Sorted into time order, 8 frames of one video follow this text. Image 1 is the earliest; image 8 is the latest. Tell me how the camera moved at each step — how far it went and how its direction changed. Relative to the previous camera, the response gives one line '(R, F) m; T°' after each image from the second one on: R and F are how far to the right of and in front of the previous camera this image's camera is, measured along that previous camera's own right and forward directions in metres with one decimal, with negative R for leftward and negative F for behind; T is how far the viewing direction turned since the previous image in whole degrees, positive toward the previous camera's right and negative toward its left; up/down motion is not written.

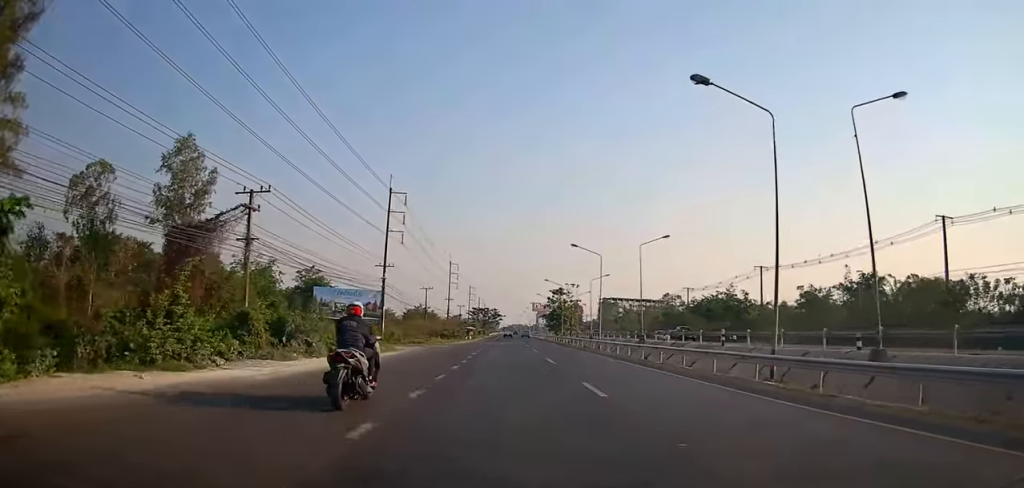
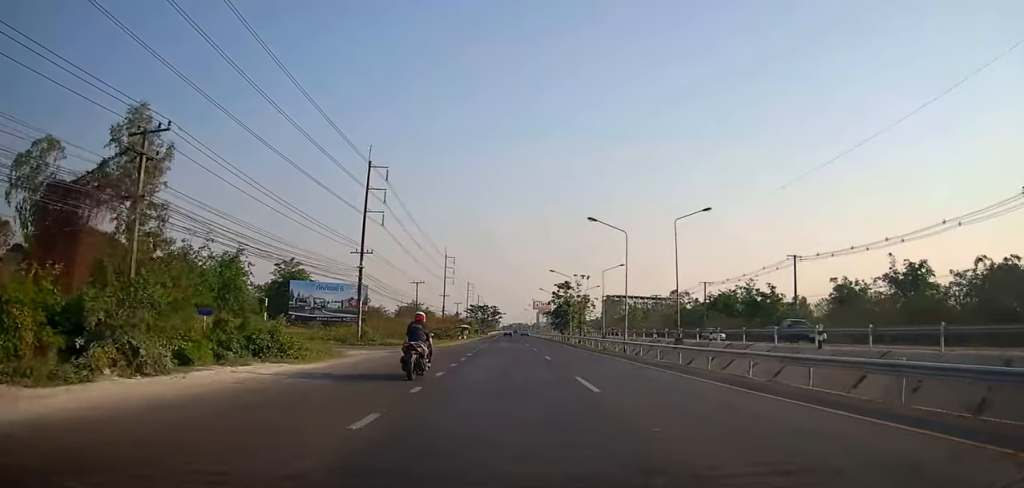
(0.0, +11.5) m; -2°
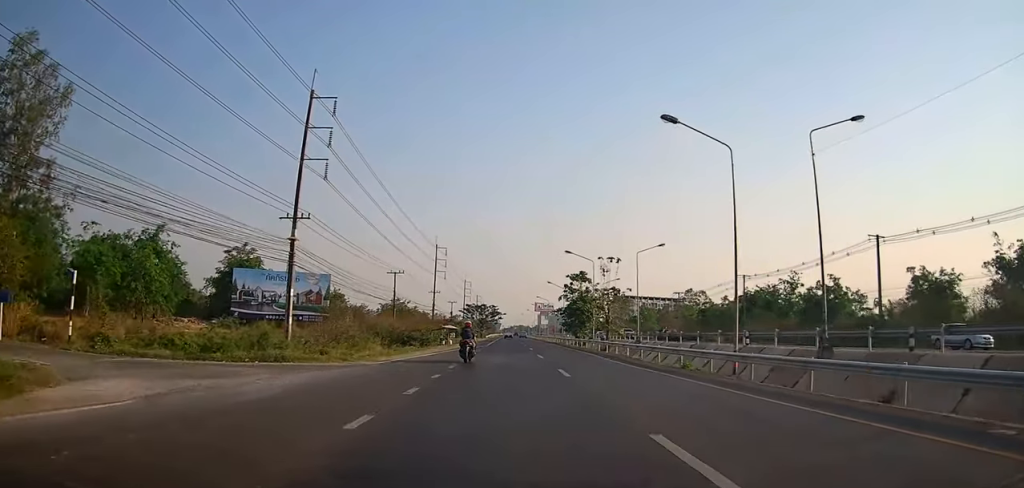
(-0.7, +20.2) m; -1°
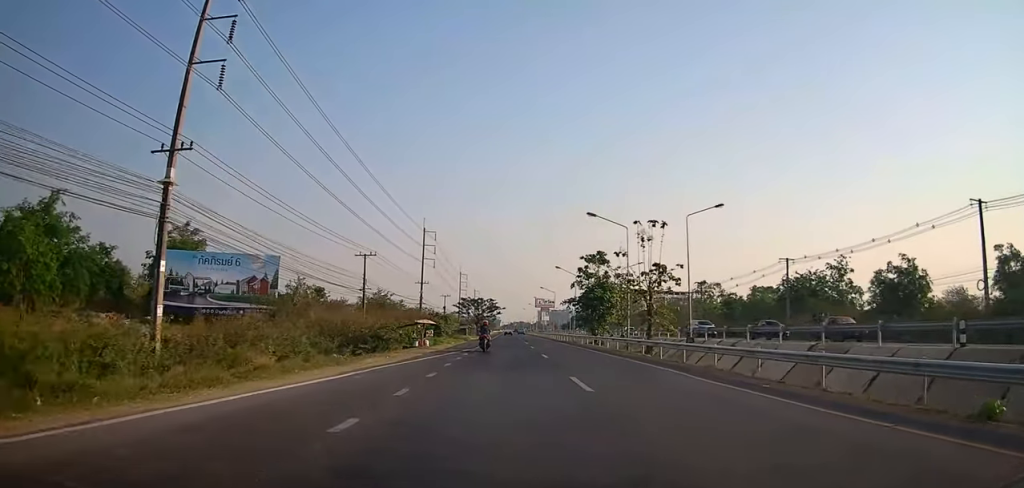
(+0.3, +16.8) m; +2°
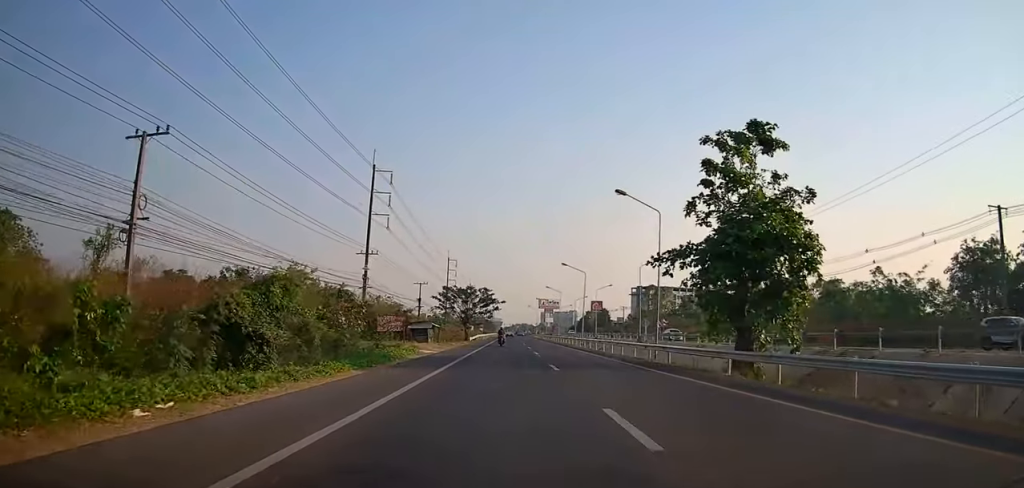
(+0.7, +41.9) m; +1°
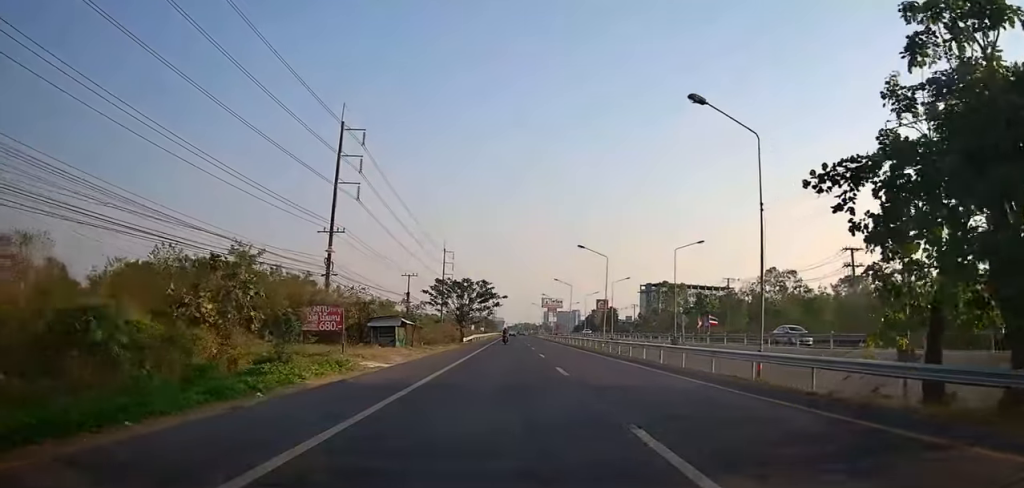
(0.0, +13.9) m; -2°
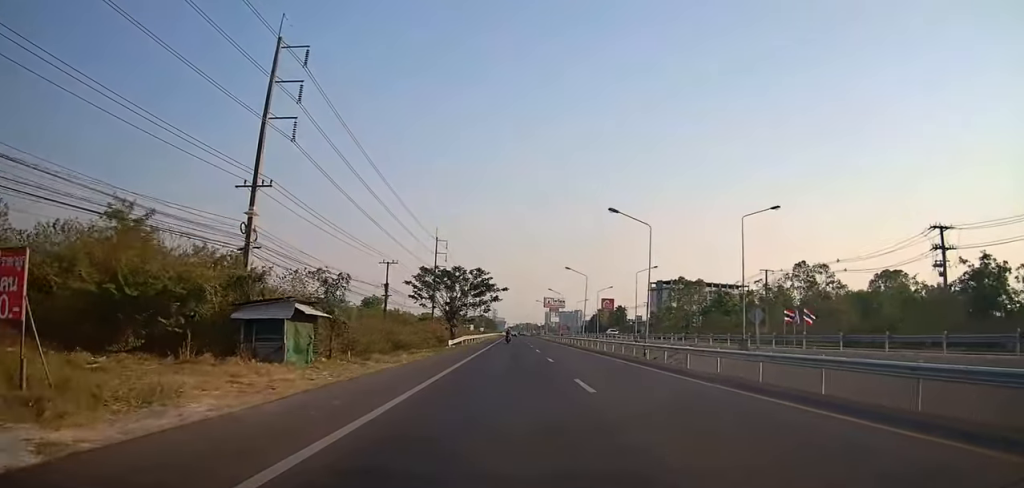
(-0.5, +16.3) m; -1°
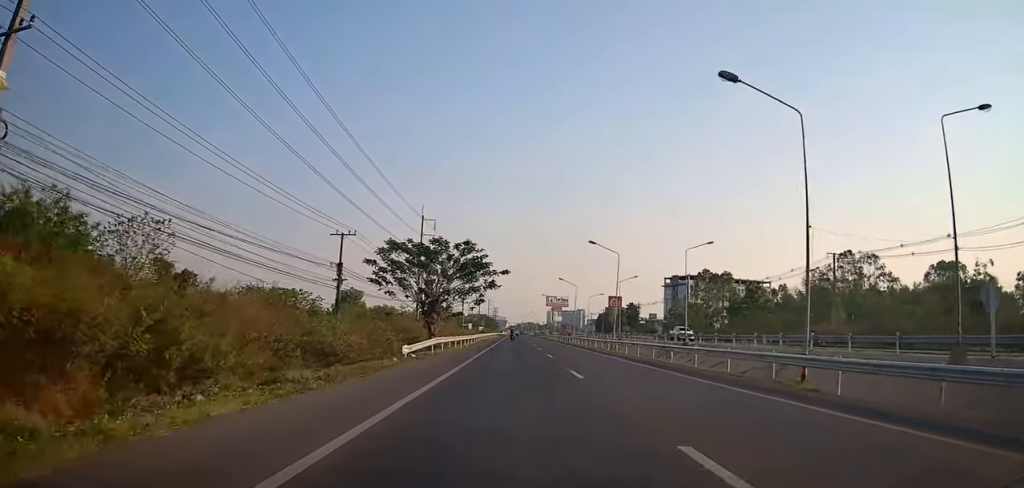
(+0.3, +20.9) m; +2°
